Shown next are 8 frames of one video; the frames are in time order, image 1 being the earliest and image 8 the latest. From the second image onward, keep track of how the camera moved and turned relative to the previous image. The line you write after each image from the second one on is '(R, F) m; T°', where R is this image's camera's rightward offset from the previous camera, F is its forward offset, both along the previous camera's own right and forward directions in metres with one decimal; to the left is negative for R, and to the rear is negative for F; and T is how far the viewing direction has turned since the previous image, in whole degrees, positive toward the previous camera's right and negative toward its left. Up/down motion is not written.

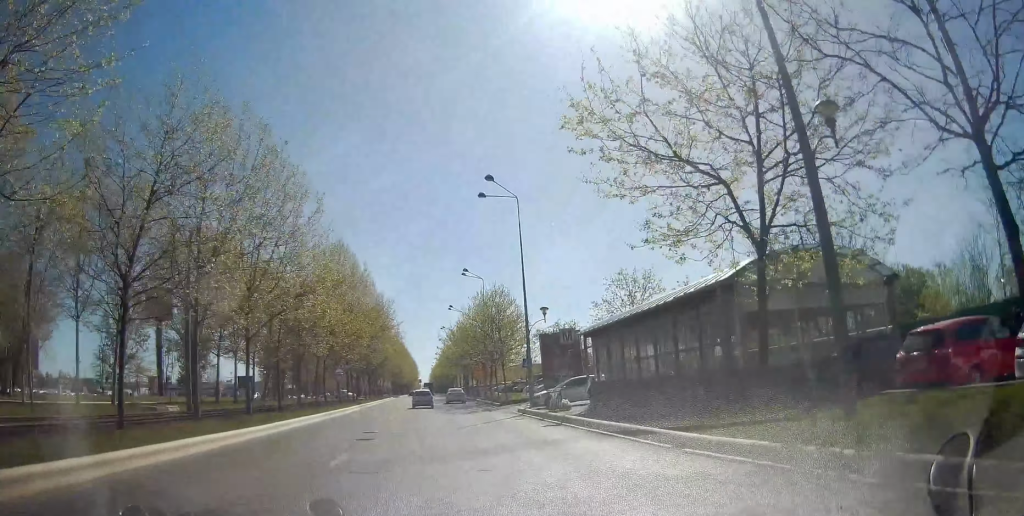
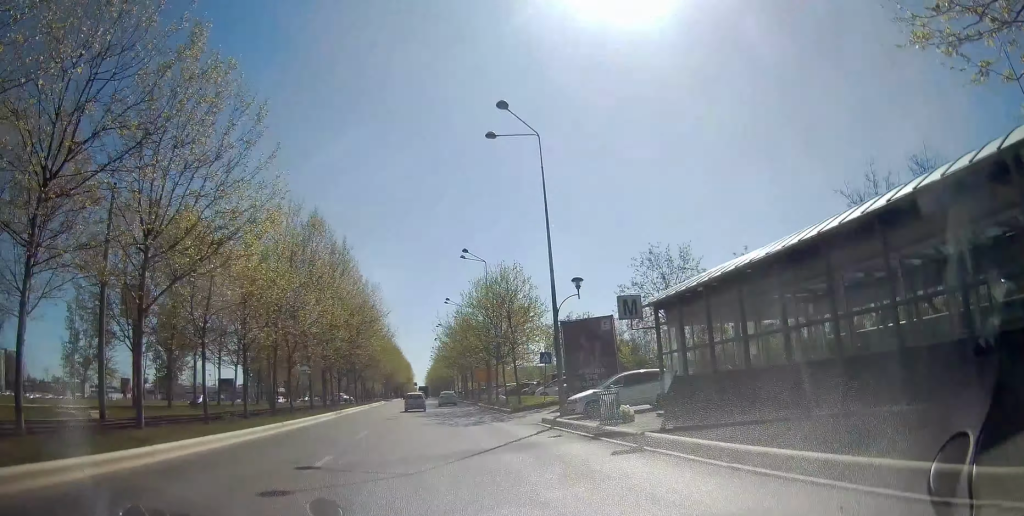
(0.0, +9.1) m; +2°
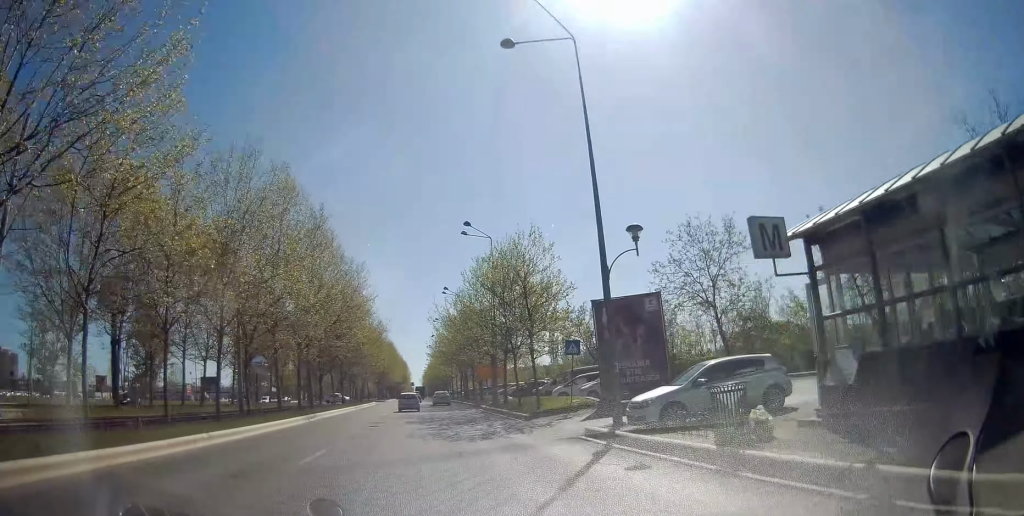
(+0.3, +7.6) m; 0°
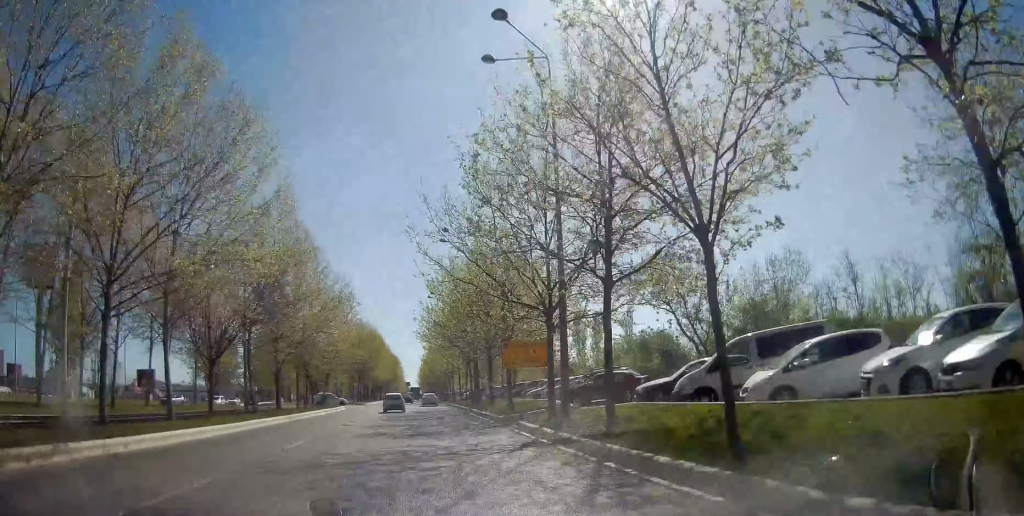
(-0.2, +23.5) m; -2°
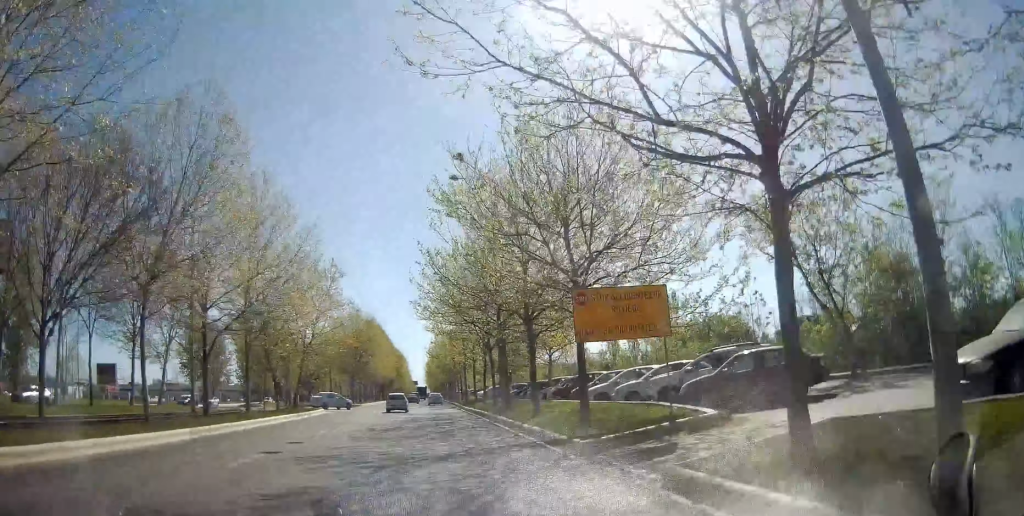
(-0.1, +13.4) m; 0°
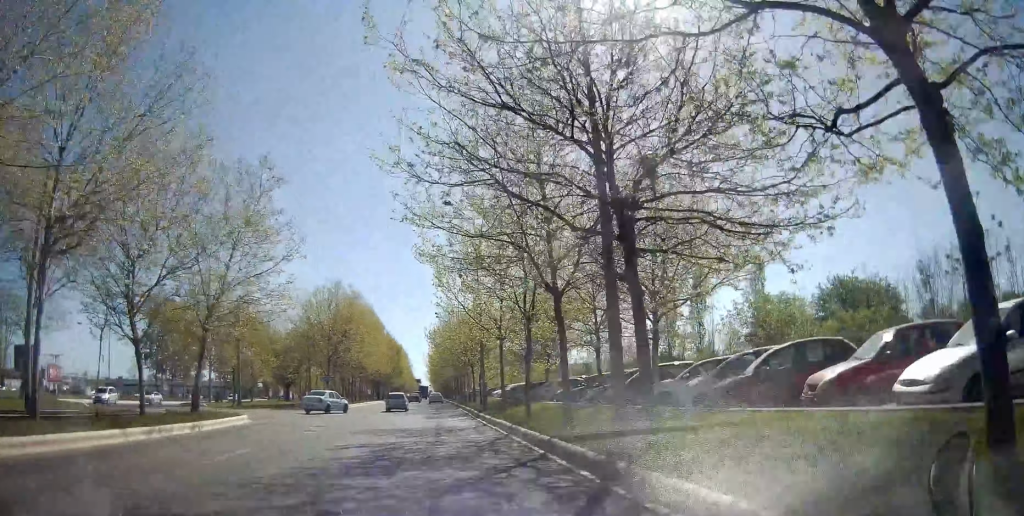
(+0.1, +18.8) m; 0°
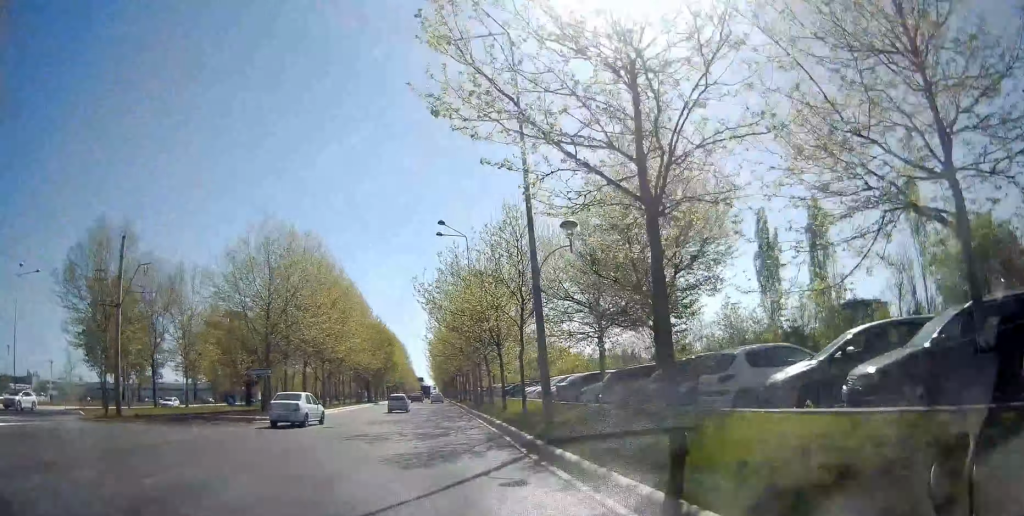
(-0.4, +20.1) m; -1°
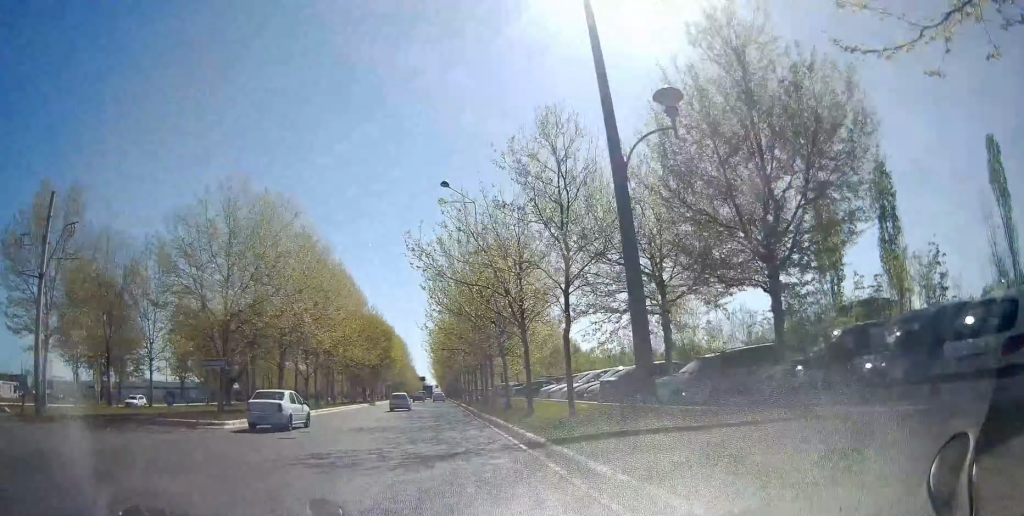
(0.0, +7.3) m; 0°
